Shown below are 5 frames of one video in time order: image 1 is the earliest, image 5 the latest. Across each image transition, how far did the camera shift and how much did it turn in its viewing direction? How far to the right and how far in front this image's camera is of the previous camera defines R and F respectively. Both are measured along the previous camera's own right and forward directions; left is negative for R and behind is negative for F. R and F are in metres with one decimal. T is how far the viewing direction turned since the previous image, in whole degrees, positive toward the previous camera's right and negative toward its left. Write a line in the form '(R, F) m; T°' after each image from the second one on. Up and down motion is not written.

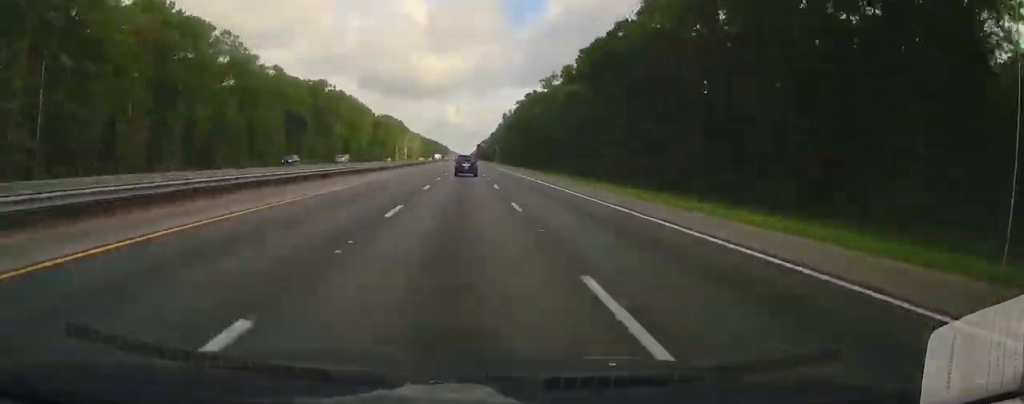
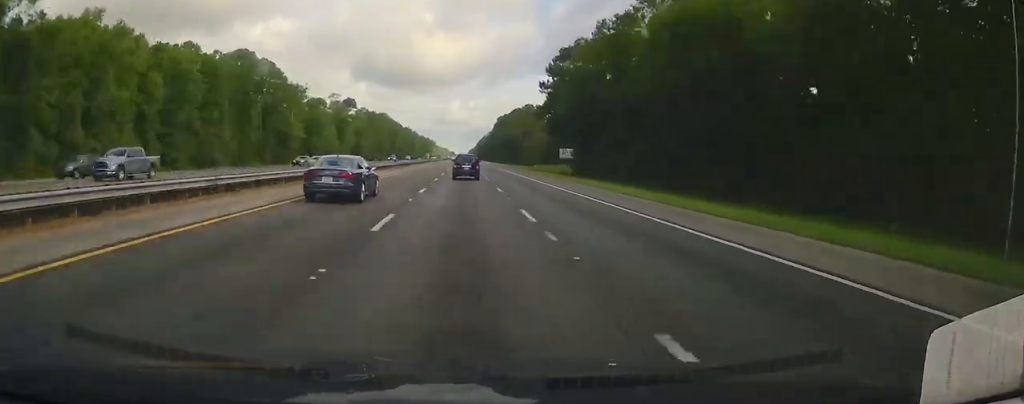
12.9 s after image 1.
(-1.6, +465.2) m; 0°
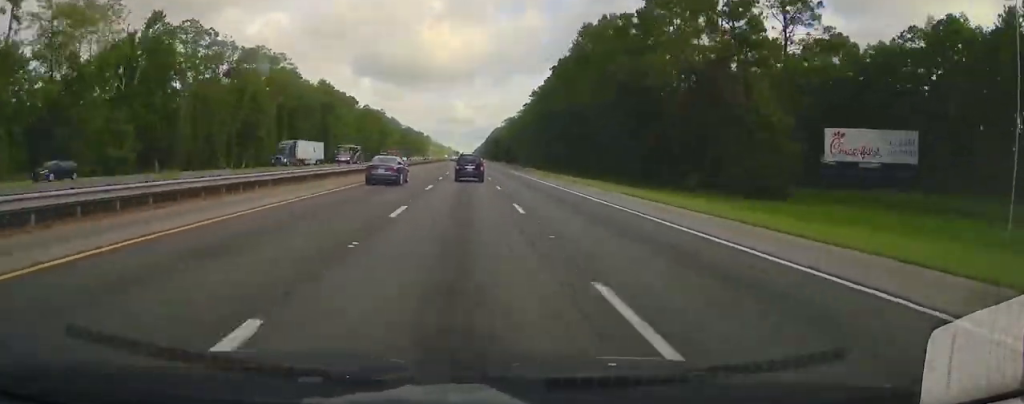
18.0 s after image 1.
(+0.4, +177.4) m; 0°
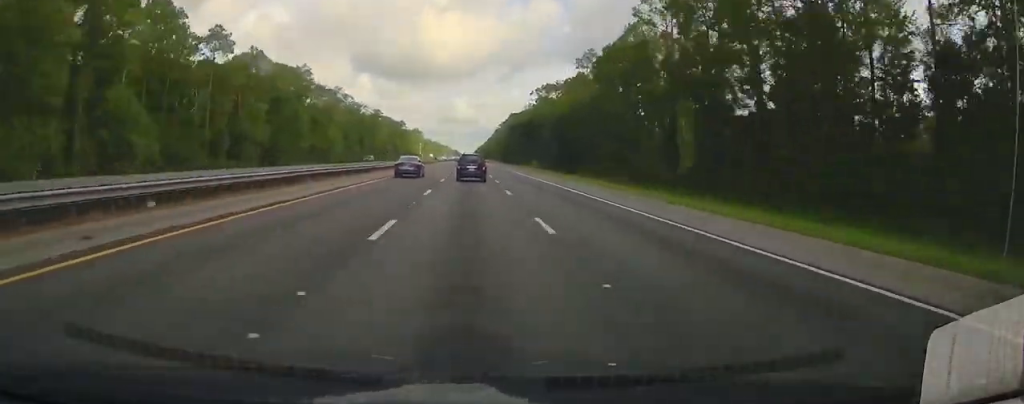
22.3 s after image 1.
(-1.4, +150.4) m; 0°
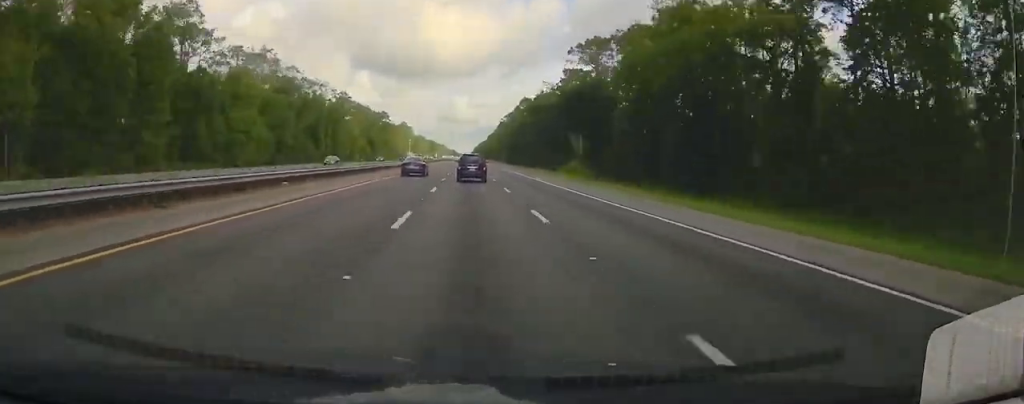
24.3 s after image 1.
(+0.5, +72.2) m; 0°
